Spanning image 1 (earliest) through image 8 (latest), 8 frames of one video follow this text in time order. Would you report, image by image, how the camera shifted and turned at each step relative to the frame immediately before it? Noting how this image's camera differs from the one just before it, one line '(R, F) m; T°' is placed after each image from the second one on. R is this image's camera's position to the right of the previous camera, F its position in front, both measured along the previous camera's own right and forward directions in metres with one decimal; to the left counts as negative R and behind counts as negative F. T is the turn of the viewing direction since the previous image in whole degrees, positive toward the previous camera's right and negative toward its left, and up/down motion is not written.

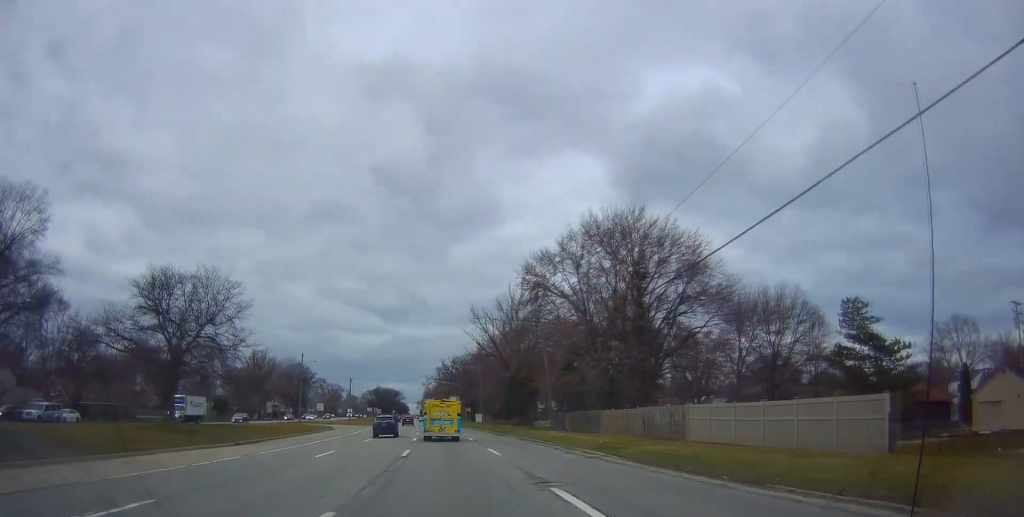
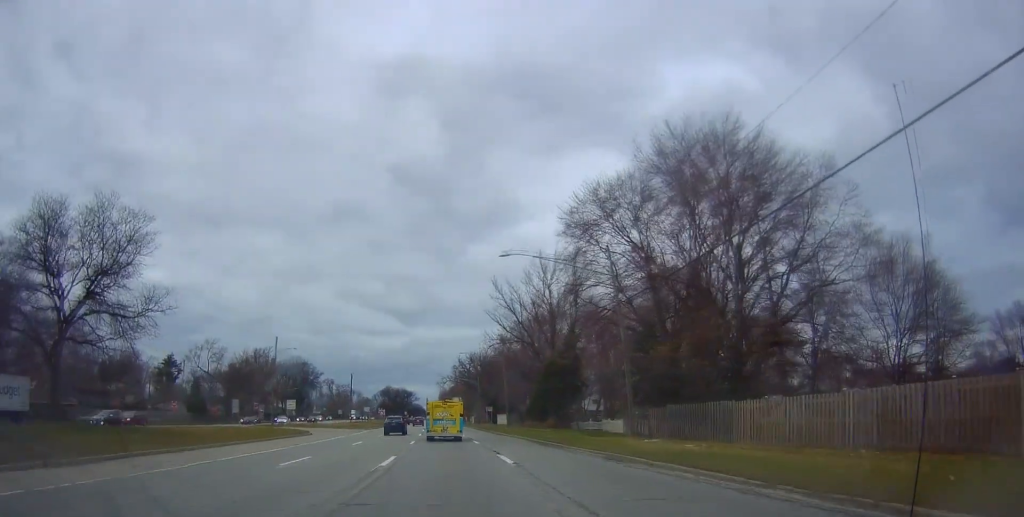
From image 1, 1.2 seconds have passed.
(-0.7, +20.6) m; 0°
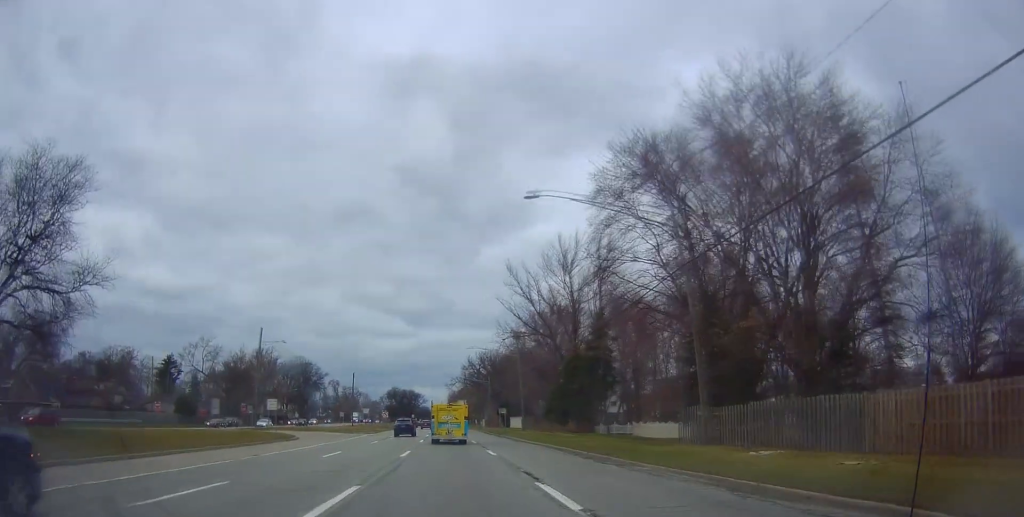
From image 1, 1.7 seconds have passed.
(+0.4, +8.8) m; 0°
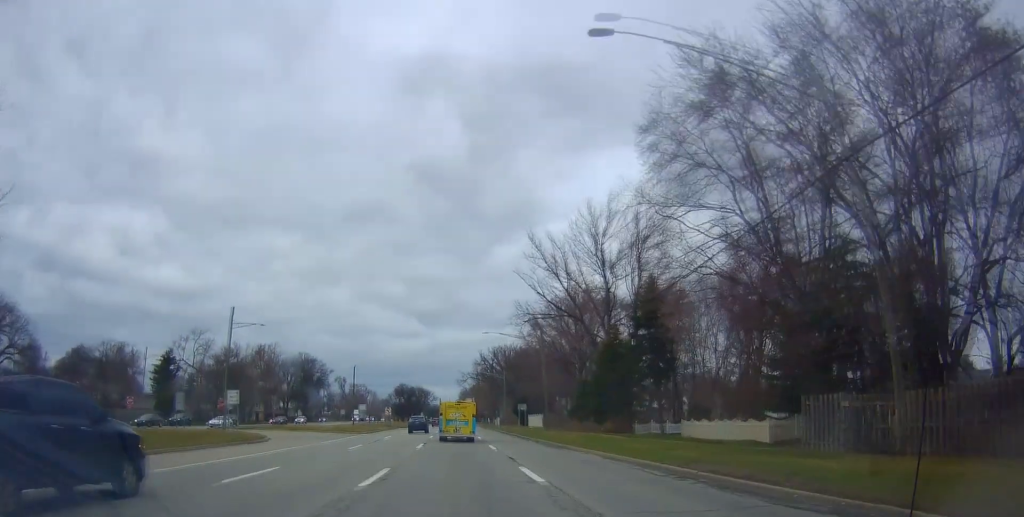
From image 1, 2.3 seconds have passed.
(+0.3, +11.1) m; 0°
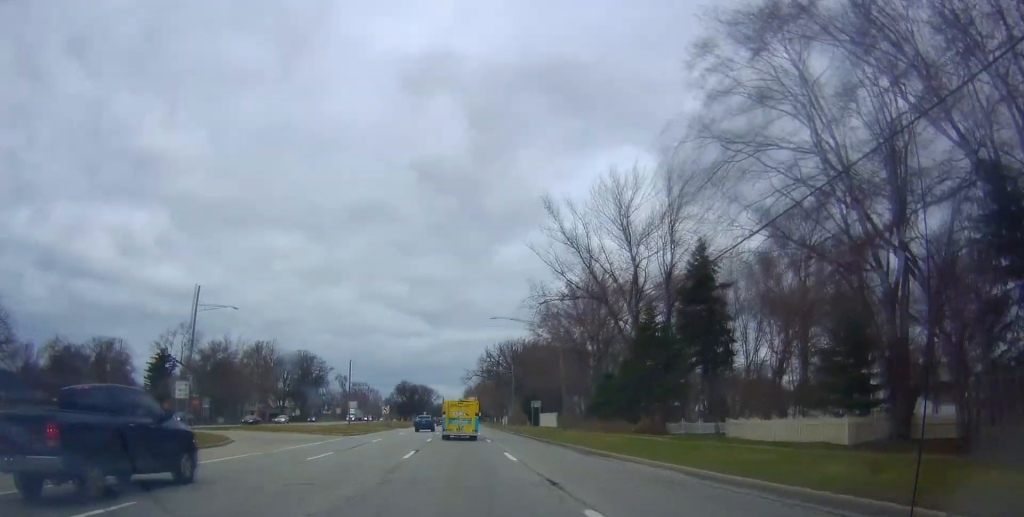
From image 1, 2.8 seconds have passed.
(-0.3, +8.2) m; -1°
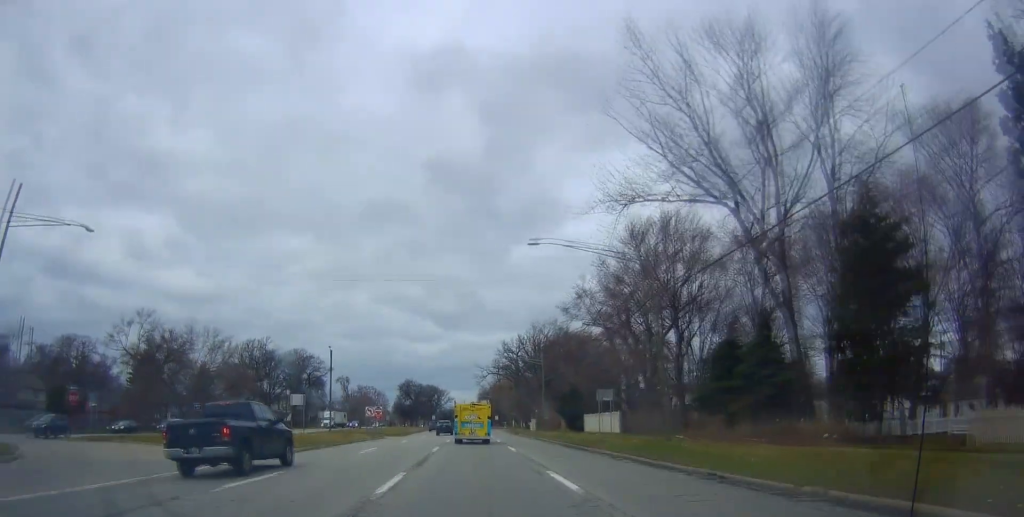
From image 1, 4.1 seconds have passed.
(-0.5, +22.7) m; -1°
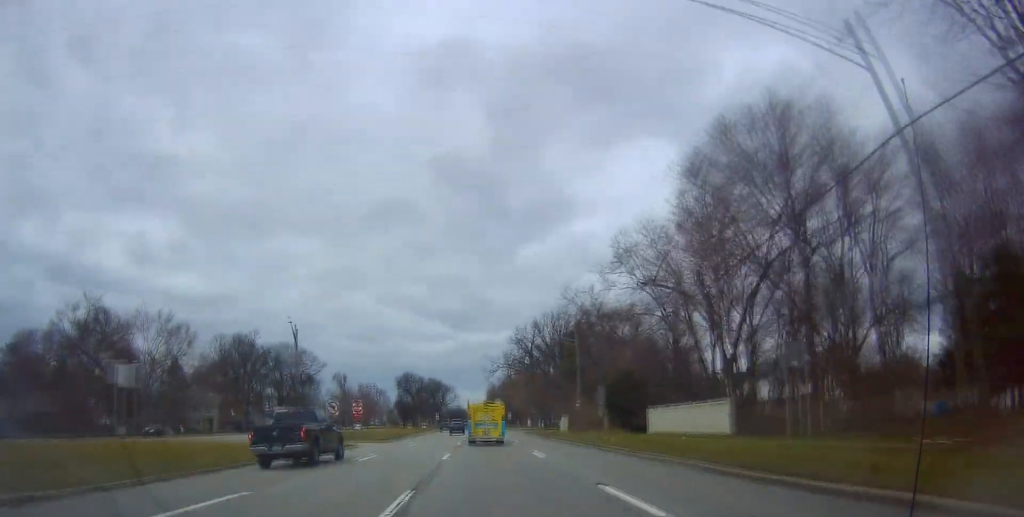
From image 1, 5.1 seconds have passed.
(0.0, +18.7) m; 0°
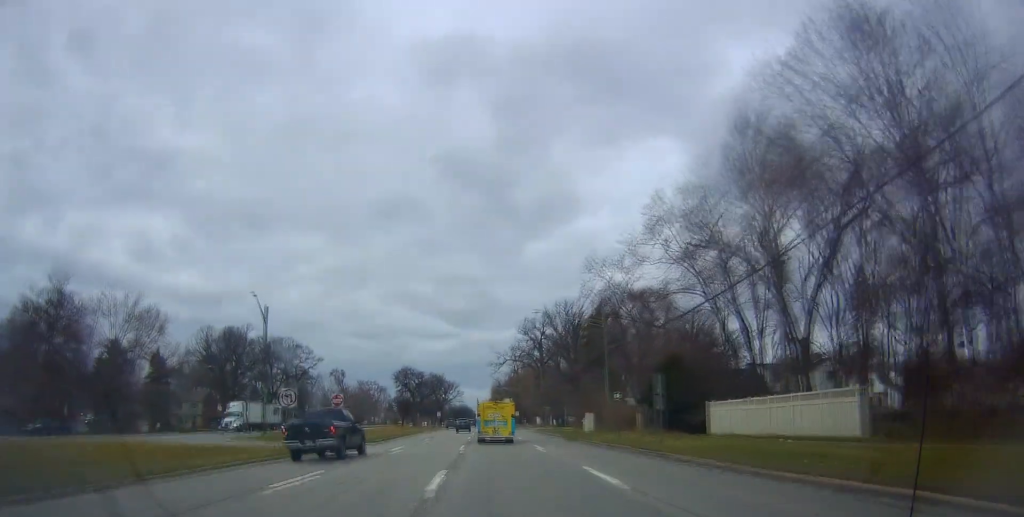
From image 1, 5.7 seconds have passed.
(0.0, +10.2) m; -1°
